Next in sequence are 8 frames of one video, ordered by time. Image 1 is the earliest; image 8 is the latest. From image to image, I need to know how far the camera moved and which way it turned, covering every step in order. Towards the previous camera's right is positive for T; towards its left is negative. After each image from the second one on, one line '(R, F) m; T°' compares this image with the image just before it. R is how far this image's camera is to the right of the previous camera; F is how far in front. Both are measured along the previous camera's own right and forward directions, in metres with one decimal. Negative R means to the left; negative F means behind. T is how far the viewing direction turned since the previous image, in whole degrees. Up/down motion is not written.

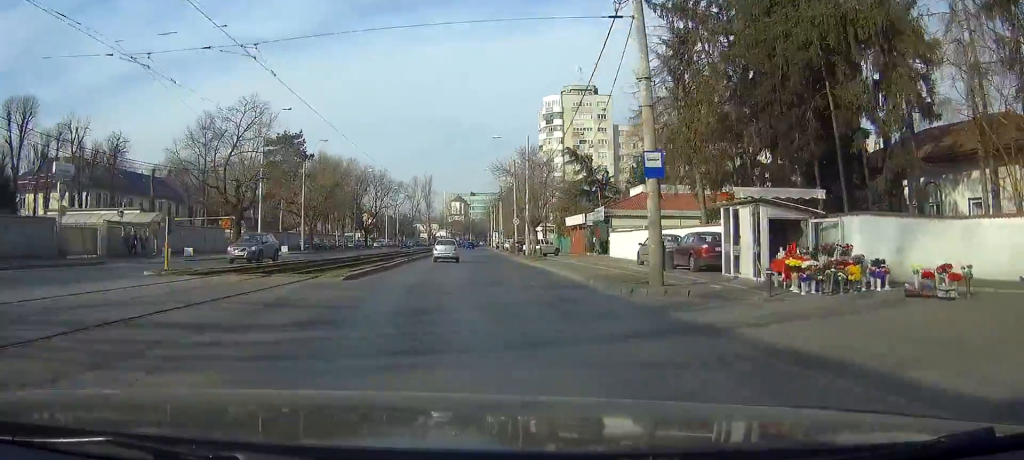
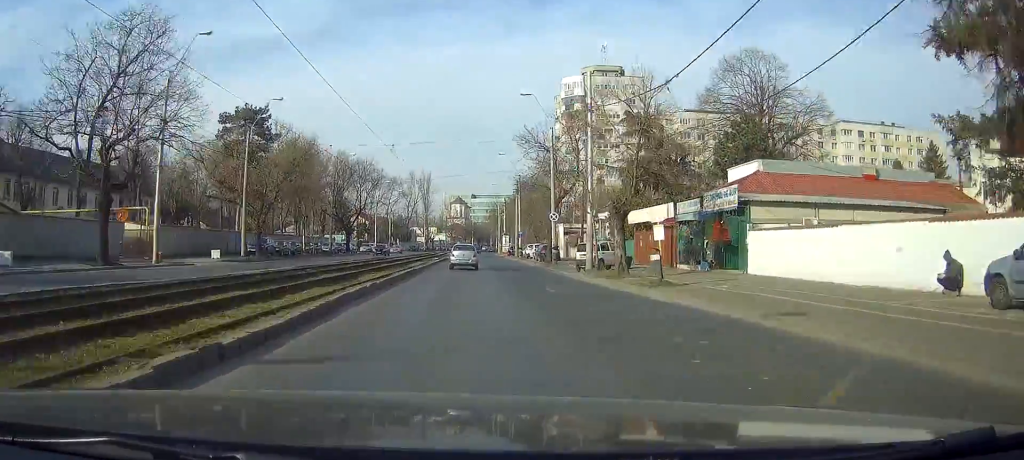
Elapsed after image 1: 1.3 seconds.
(-0.4, +23.5) m; -1°
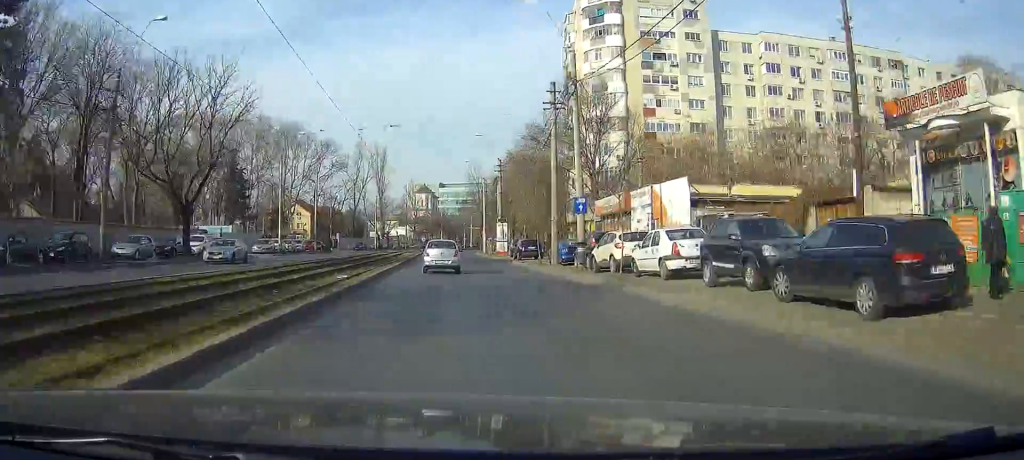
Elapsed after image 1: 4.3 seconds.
(+1.5, +51.1) m; +3°
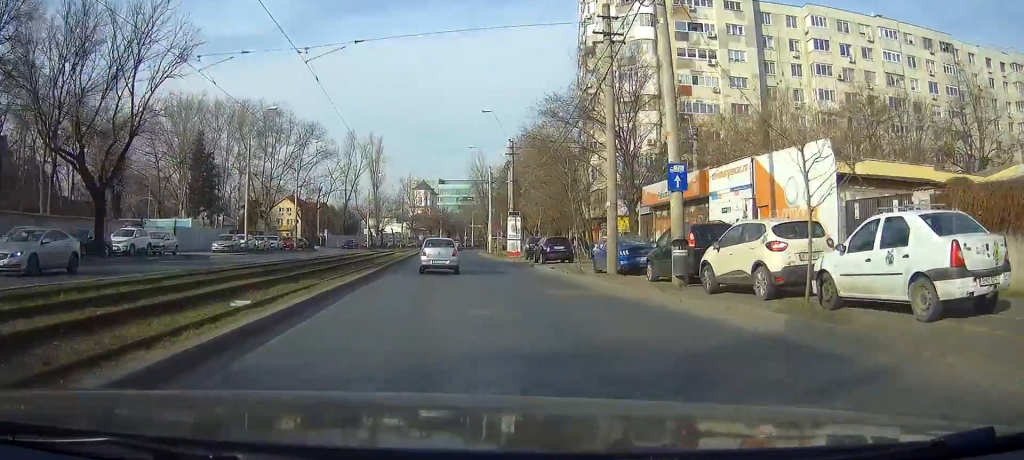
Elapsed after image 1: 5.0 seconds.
(0.0, +12.3) m; 0°
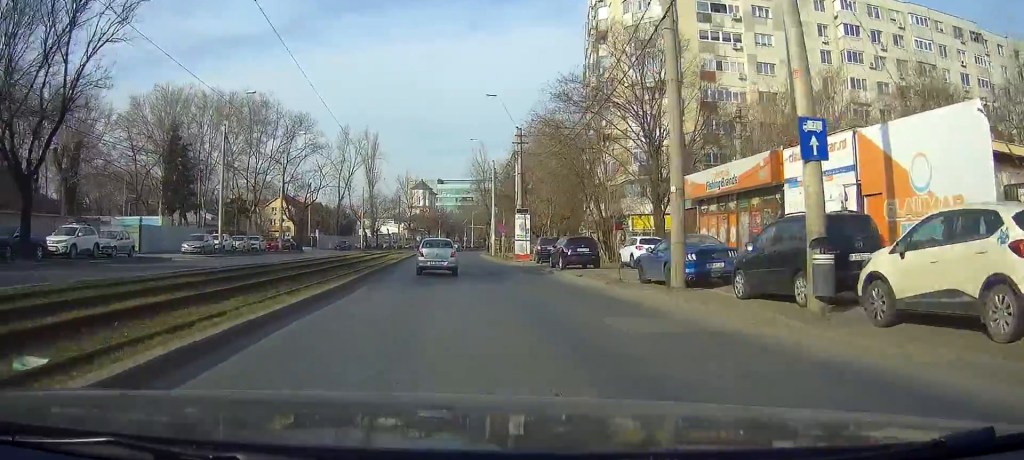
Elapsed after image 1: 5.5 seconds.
(0.0, +6.9) m; 0°
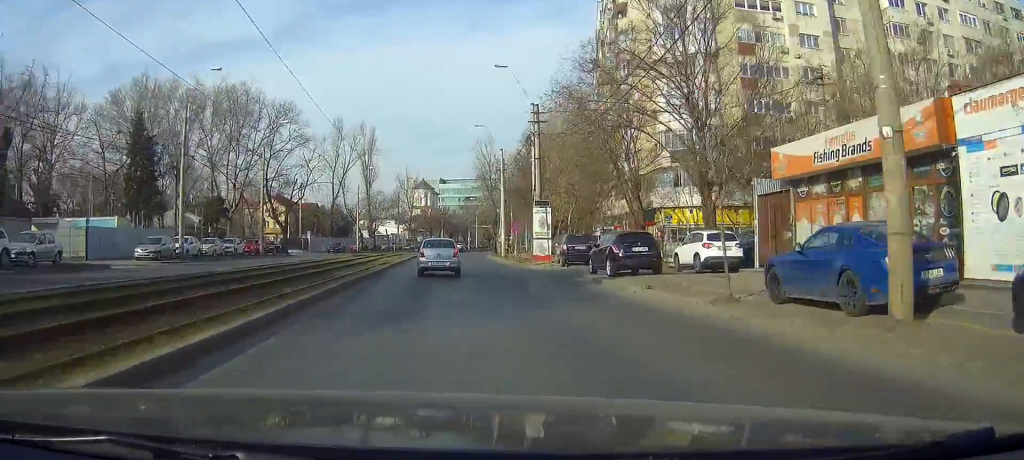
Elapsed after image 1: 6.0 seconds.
(-0.1, +8.9) m; 0°
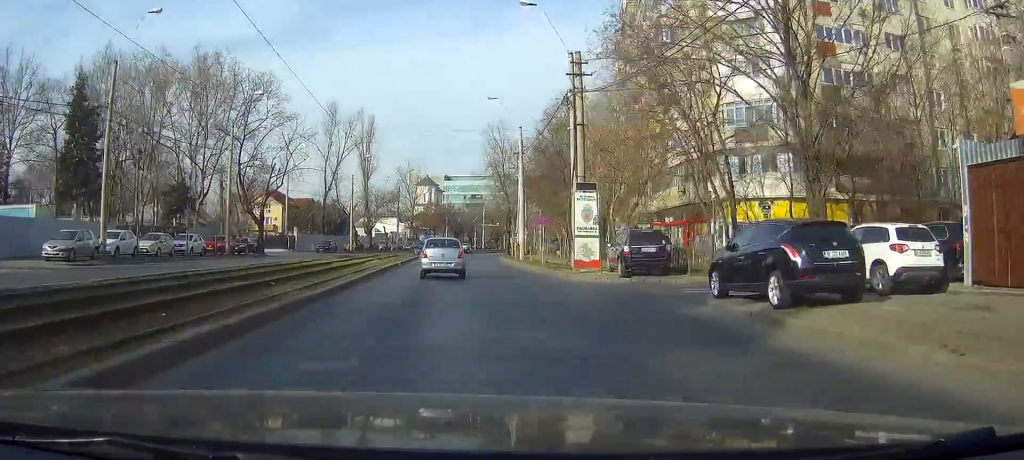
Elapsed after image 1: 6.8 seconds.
(0.0, +11.9) m; 0°
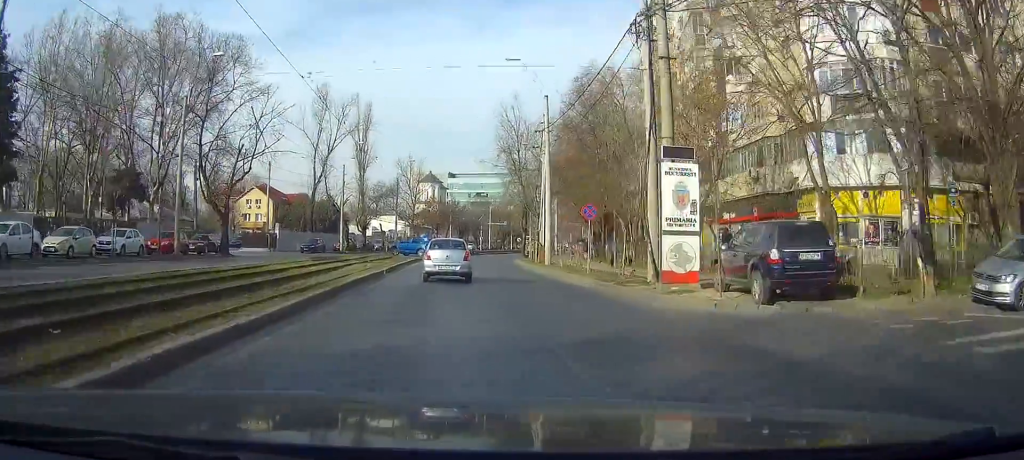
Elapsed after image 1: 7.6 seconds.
(+0.1, +11.7) m; -1°
